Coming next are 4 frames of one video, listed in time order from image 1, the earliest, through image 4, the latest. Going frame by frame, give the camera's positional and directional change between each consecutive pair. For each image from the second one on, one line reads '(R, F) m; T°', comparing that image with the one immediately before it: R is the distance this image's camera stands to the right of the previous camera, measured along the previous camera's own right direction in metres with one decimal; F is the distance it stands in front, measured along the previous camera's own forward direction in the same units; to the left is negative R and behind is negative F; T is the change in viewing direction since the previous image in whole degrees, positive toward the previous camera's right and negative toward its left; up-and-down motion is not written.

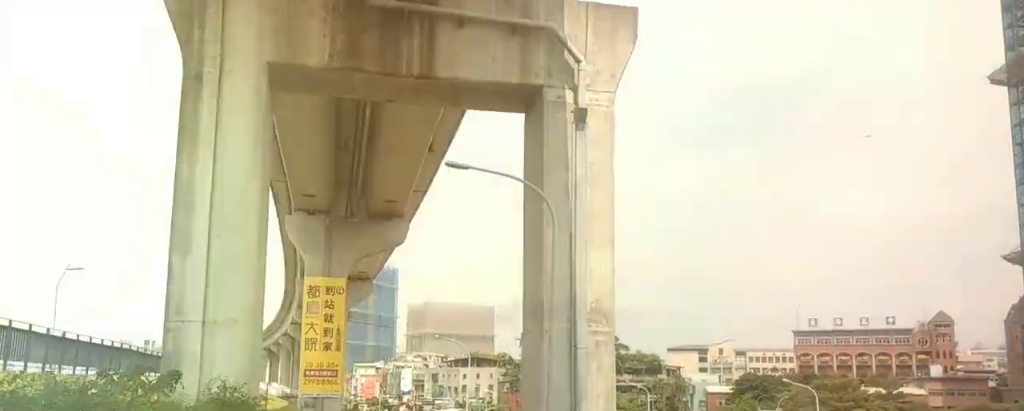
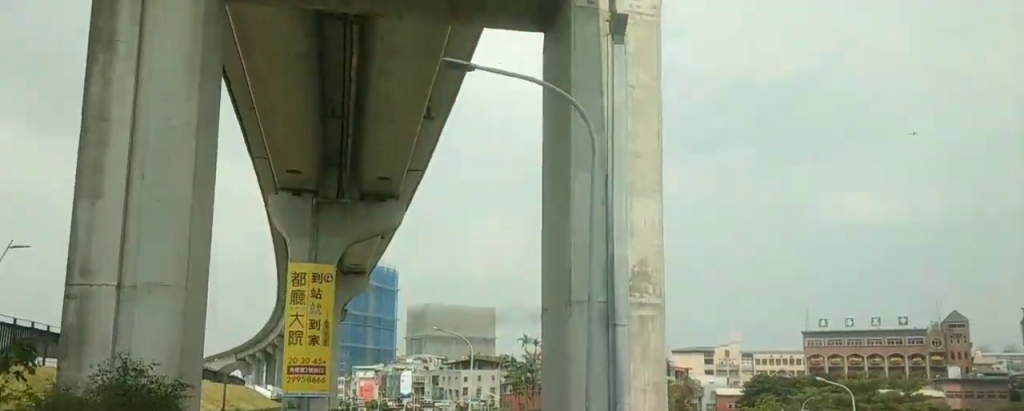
(-0.1, +5.3) m; -1°
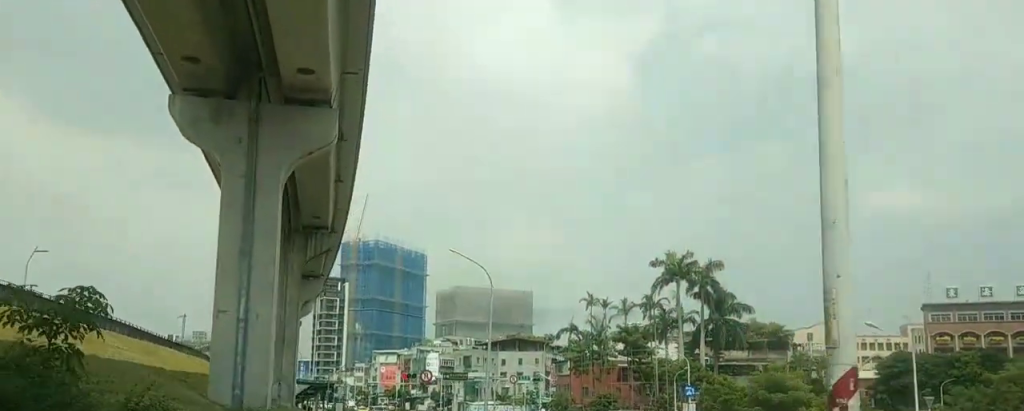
(+1.0, +36.9) m; +3°
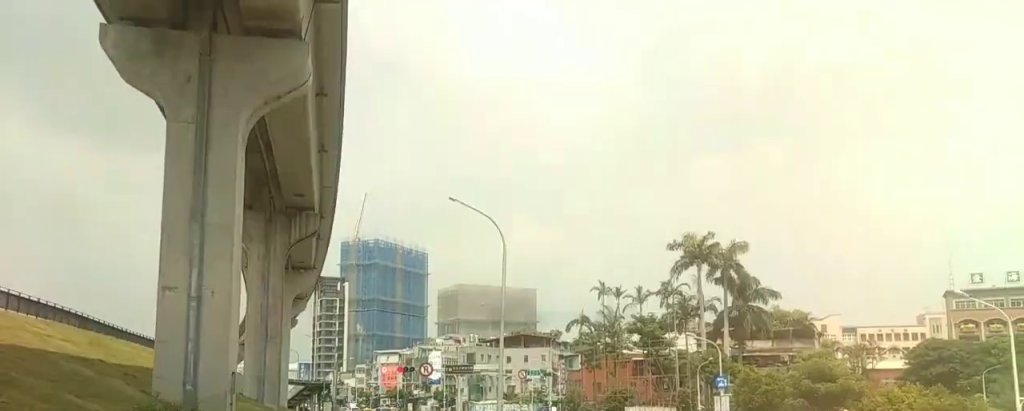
(+0.3, +6.9) m; -1°
